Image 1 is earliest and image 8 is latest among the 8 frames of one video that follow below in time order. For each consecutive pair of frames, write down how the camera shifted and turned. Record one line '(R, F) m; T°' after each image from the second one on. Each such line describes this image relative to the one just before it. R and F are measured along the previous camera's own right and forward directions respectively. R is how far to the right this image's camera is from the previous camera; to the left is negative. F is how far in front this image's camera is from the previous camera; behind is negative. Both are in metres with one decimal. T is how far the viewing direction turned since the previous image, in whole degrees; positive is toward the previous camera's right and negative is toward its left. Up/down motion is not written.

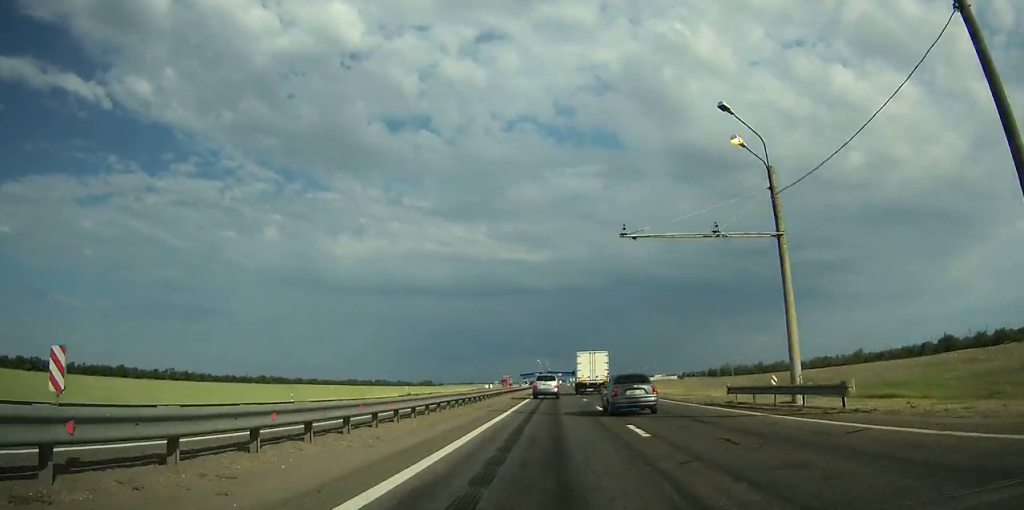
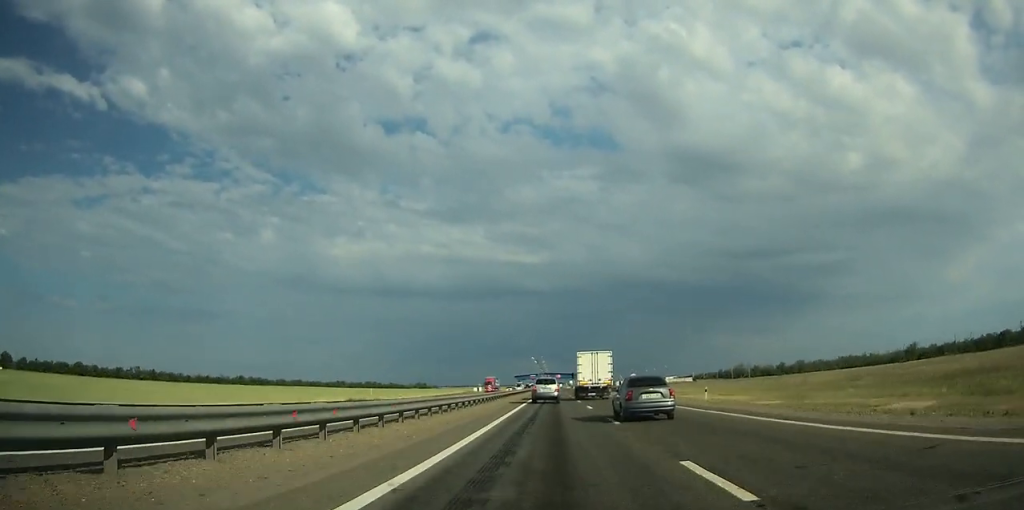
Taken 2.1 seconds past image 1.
(+0.1, +42.2) m; 0°
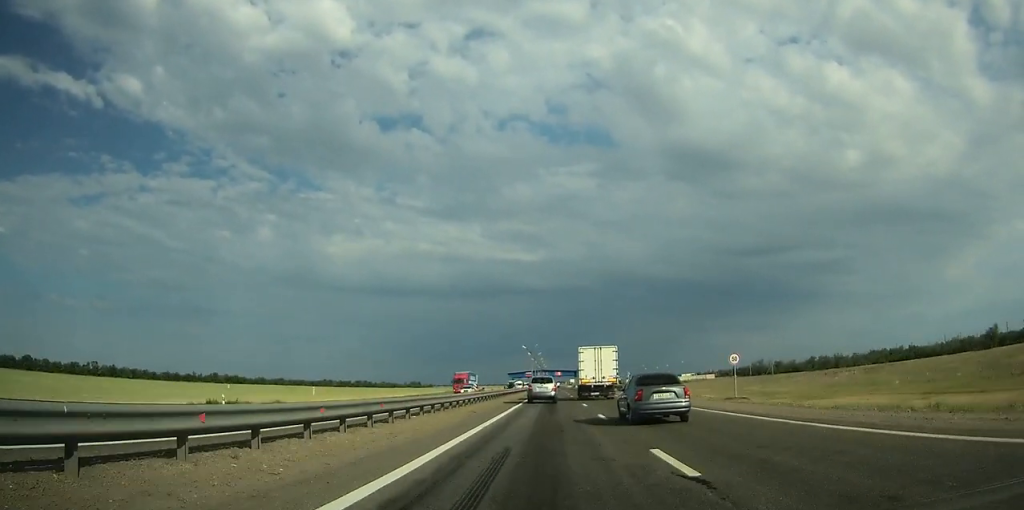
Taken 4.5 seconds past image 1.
(0.0, +44.9) m; 0°
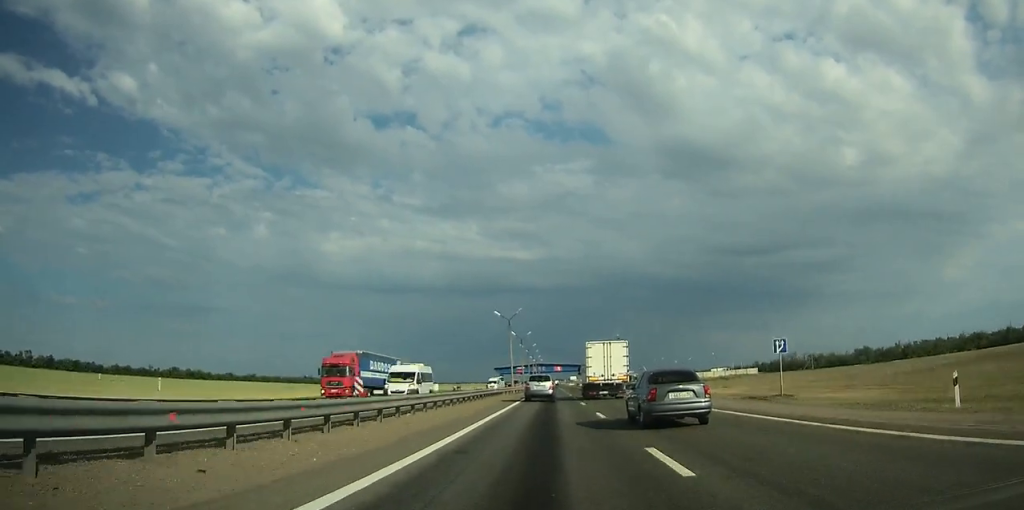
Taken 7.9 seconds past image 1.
(-0.1, +58.9) m; 0°
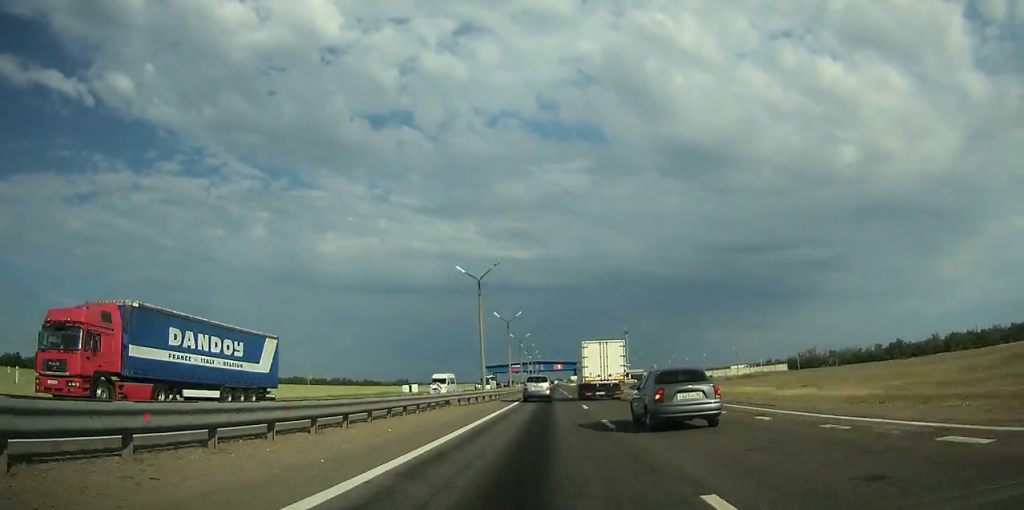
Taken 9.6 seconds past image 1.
(0.0, +28.7) m; 0°
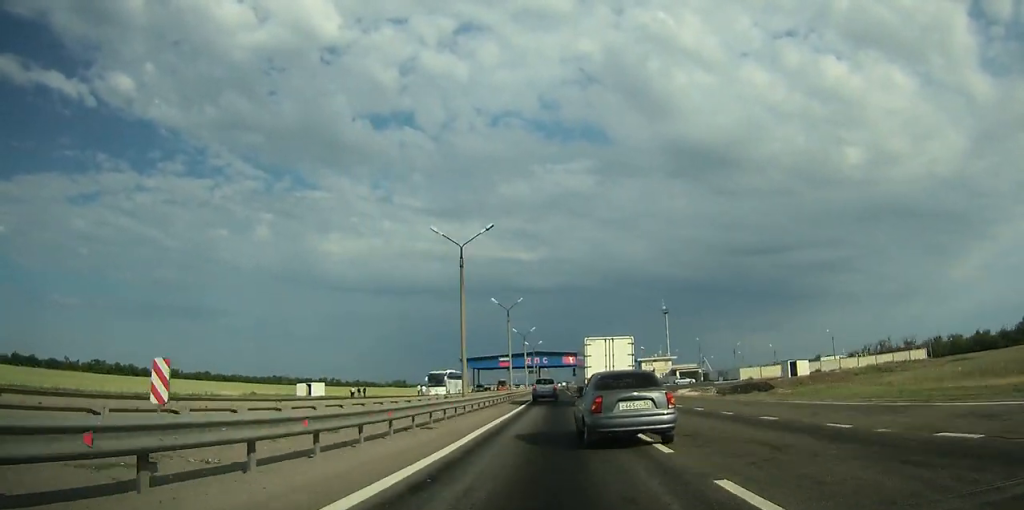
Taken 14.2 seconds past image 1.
(-0.3, +68.1) m; 0°
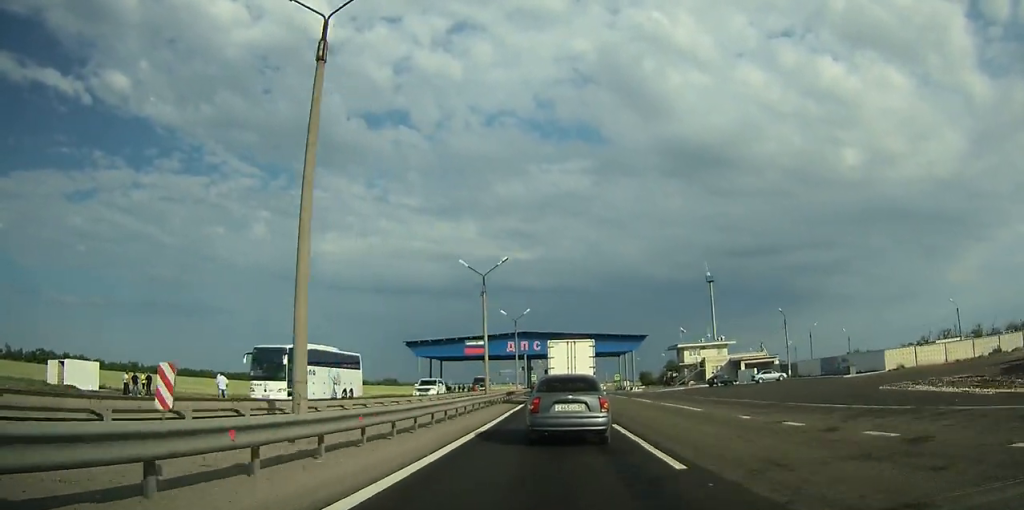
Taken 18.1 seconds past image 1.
(0.0, +48.1) m; 0°
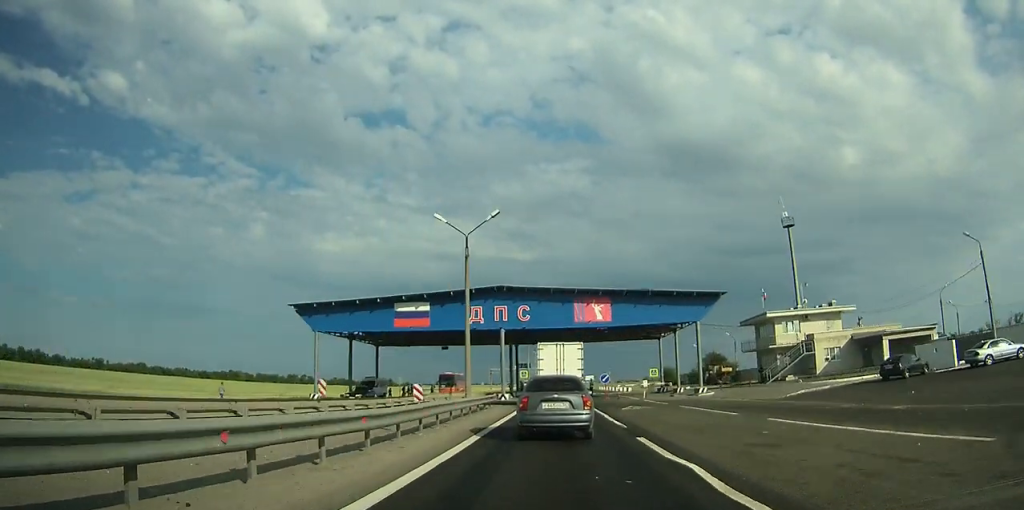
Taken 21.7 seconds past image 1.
(0.0, +38.1) m; 0°
